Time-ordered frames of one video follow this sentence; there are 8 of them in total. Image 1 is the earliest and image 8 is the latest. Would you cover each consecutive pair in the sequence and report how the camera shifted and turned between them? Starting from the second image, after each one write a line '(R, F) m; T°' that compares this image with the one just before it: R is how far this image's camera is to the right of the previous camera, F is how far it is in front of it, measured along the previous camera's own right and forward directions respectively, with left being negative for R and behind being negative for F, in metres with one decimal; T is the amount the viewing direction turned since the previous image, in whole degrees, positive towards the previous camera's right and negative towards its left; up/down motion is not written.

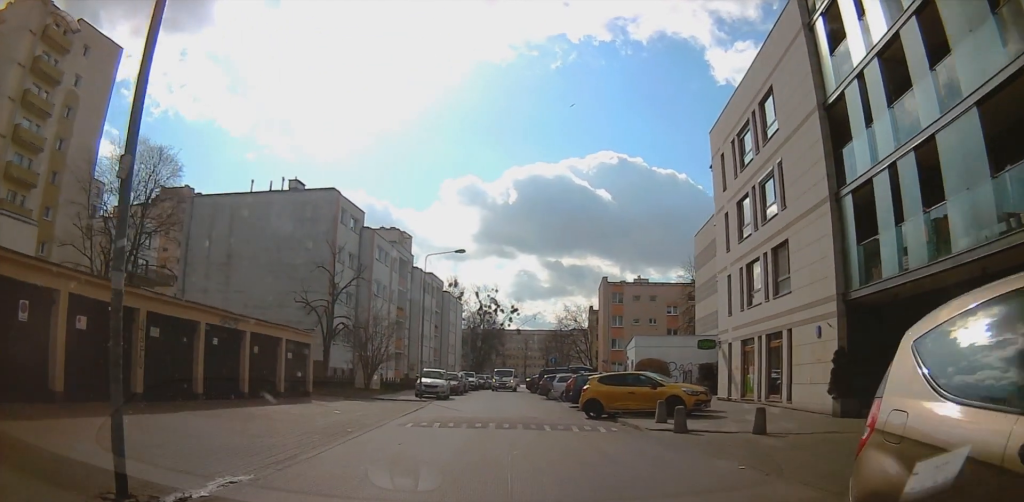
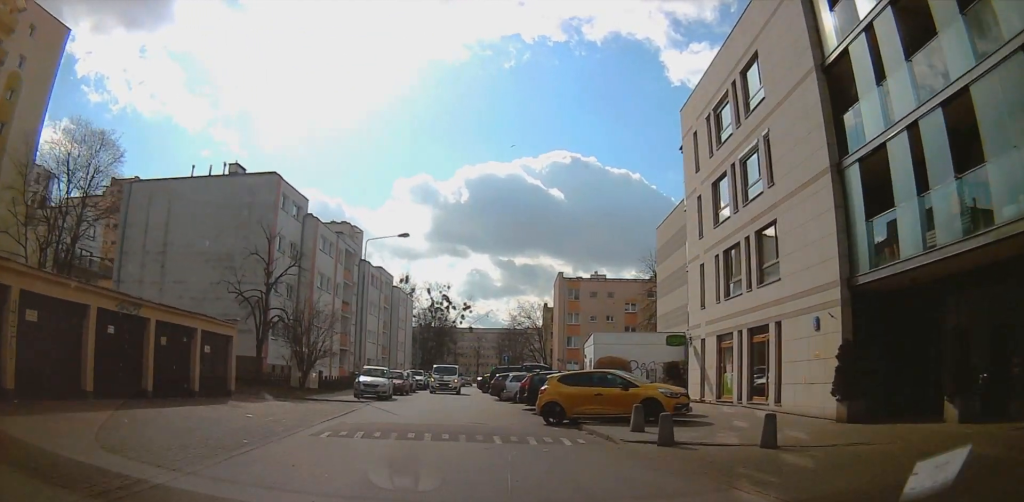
(0.0, +3.6) m; 0°
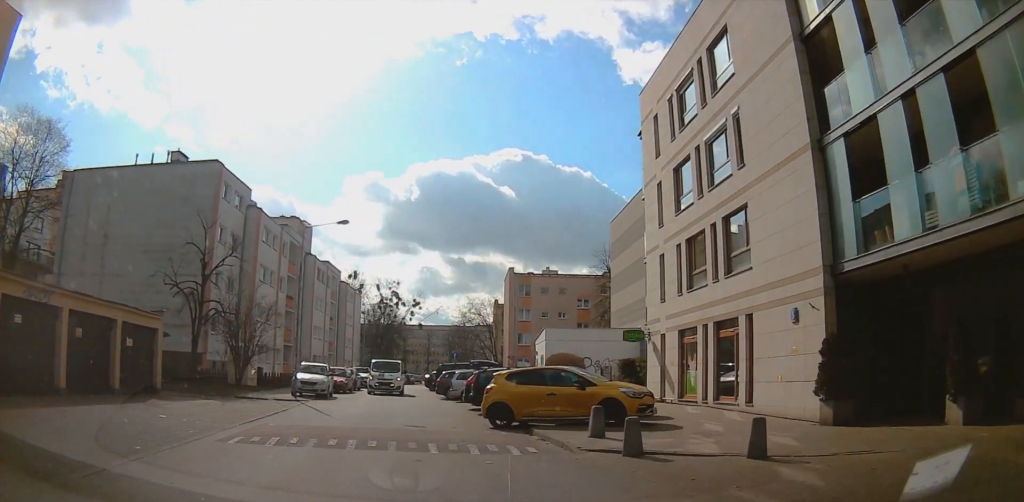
(0.0, +2.0) m; 0°
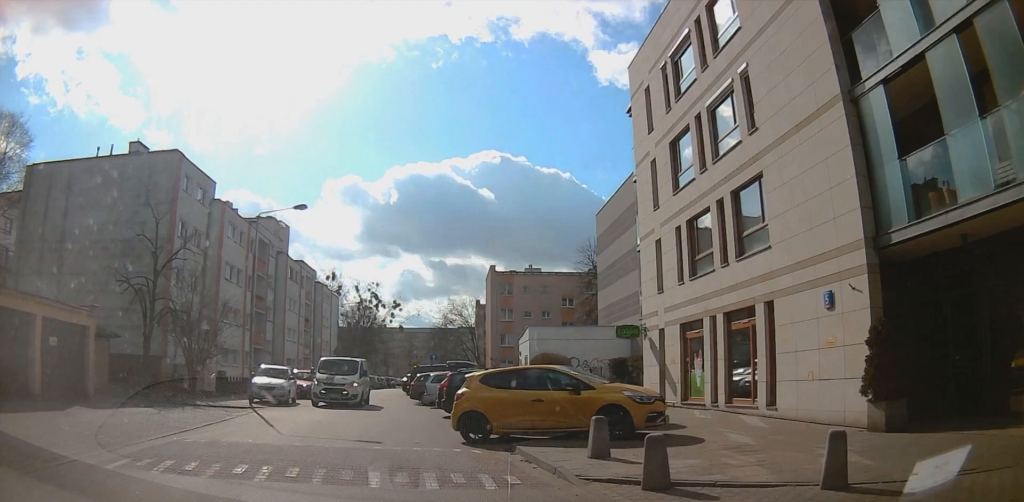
(0.0, +3.0) m; -1°
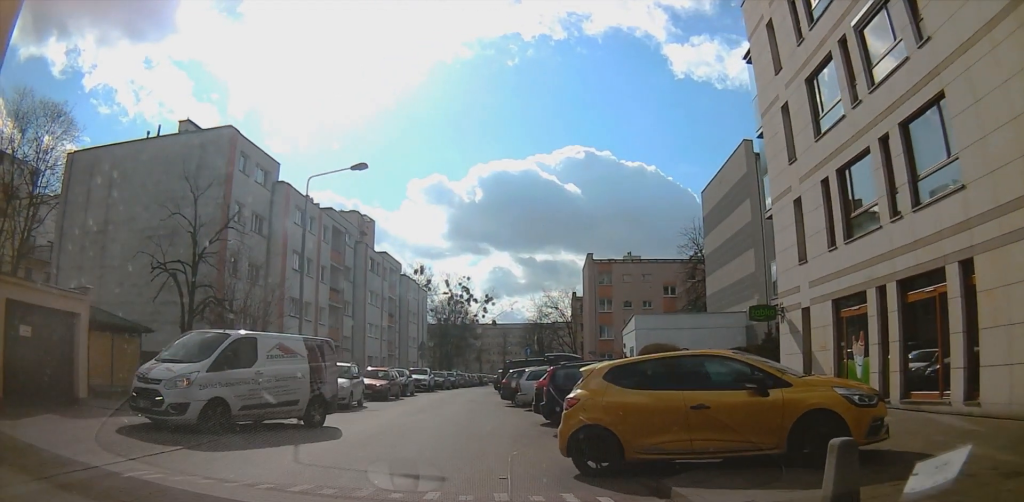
(-0.2, +5.3) m; -6°
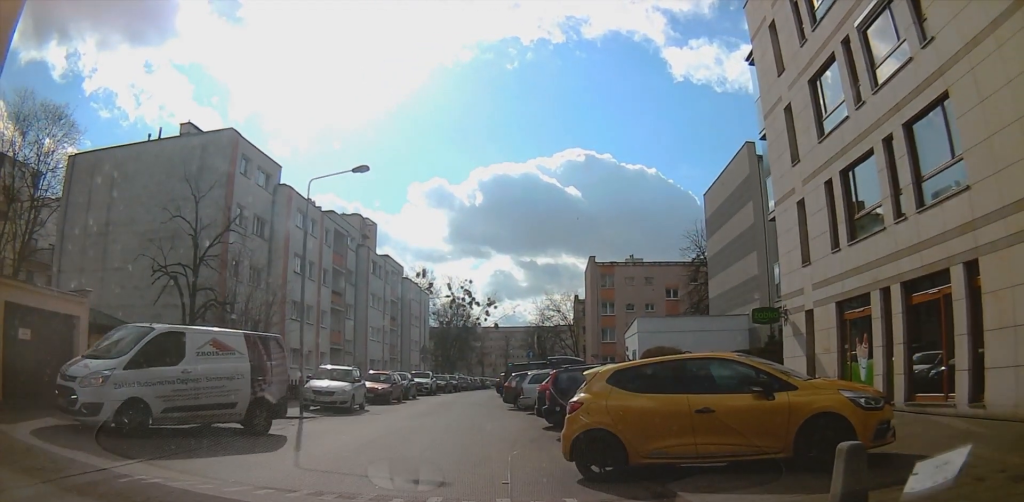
(0.0, +1.4) m; -2°
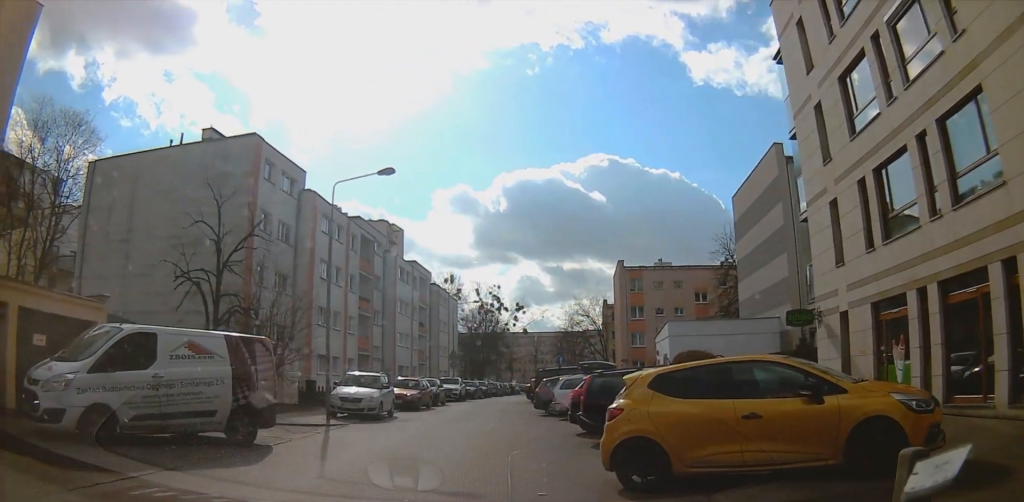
(0.0, +1.7) m; -3°
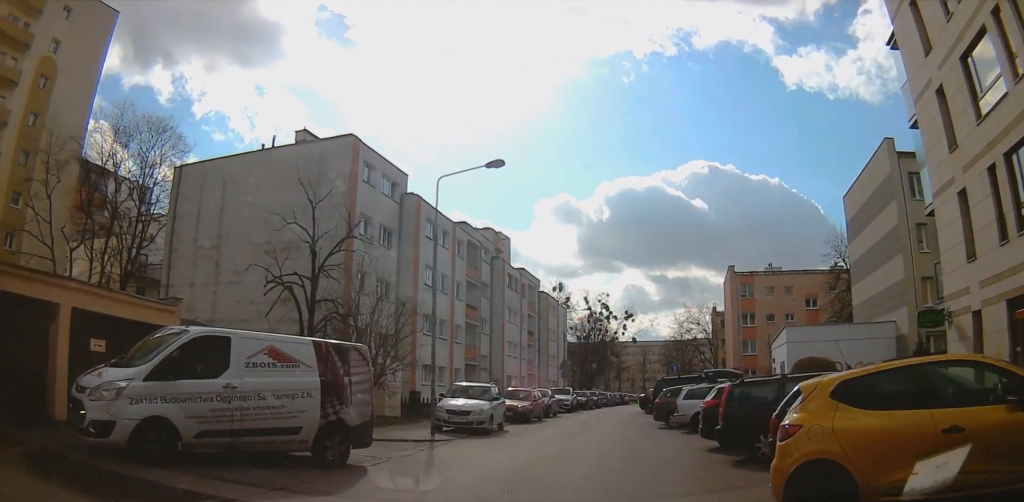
(0.0, +1.6) m; -2°
